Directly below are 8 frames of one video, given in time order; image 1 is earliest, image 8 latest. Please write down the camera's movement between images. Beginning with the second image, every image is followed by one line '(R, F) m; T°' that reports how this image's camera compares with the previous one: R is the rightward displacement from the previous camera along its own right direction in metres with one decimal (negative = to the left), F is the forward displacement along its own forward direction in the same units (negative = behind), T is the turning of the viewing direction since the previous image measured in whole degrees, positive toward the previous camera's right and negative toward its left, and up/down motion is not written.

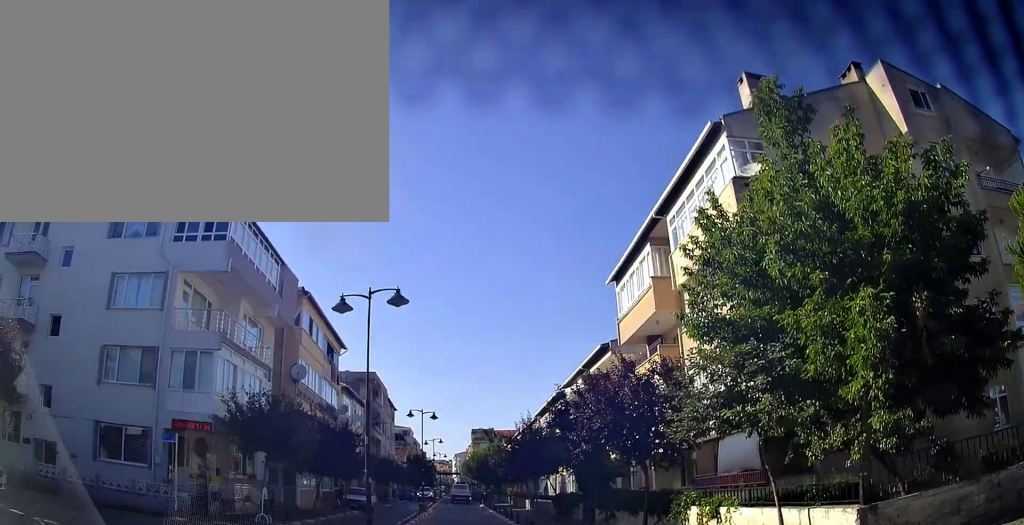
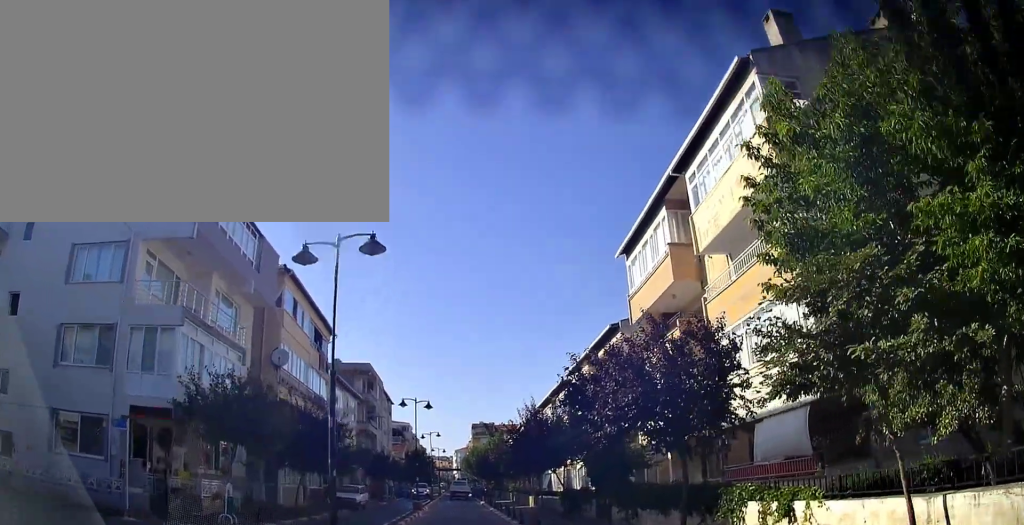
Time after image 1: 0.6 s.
(+0.1, +2.9) m; 0°
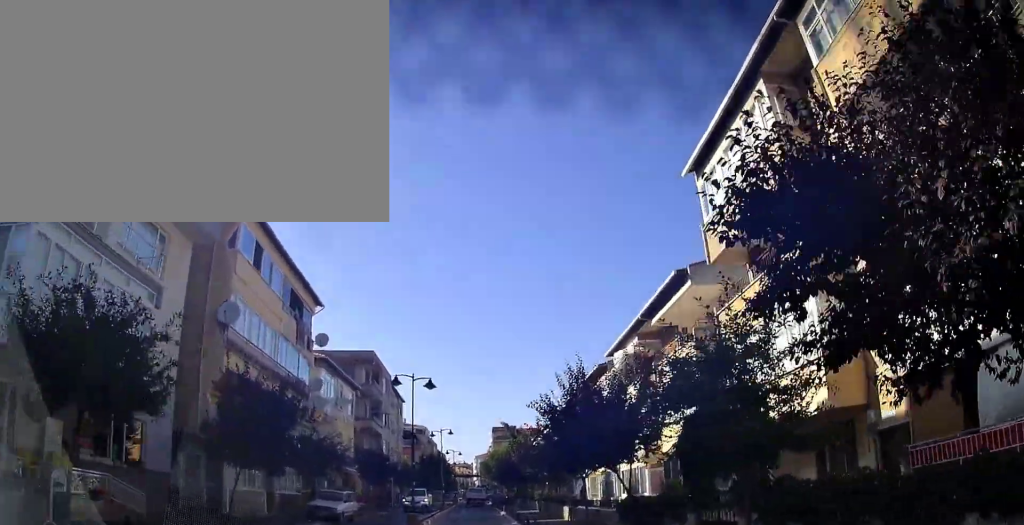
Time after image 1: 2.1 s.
(-0.2, +8.1) m; -2°
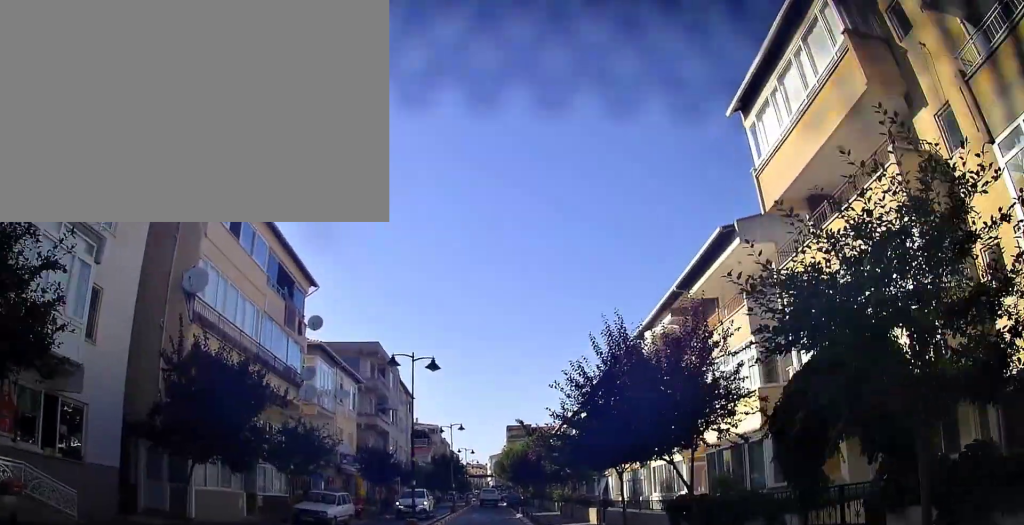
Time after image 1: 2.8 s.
(0.0, +3.6) m; -1°
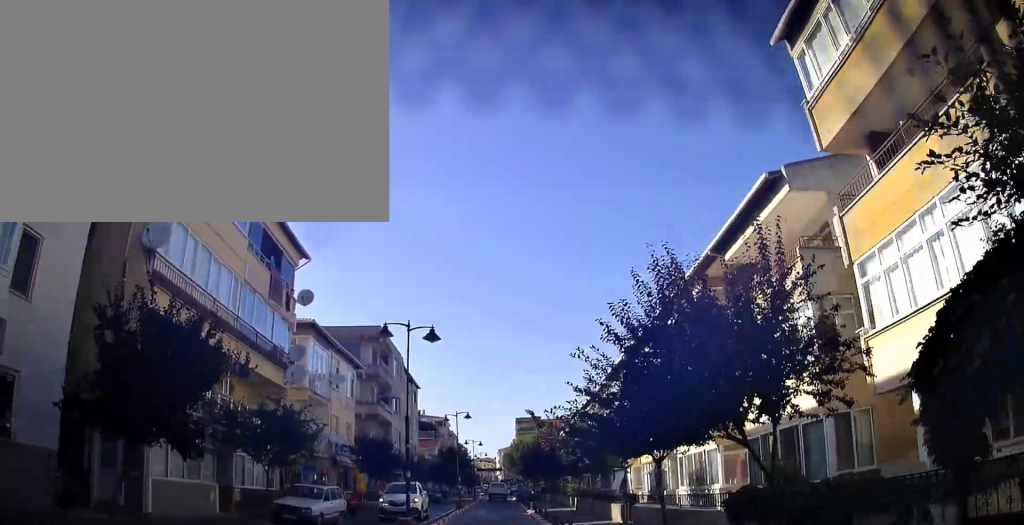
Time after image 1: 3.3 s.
(-0.1, +2.8) m; 0°
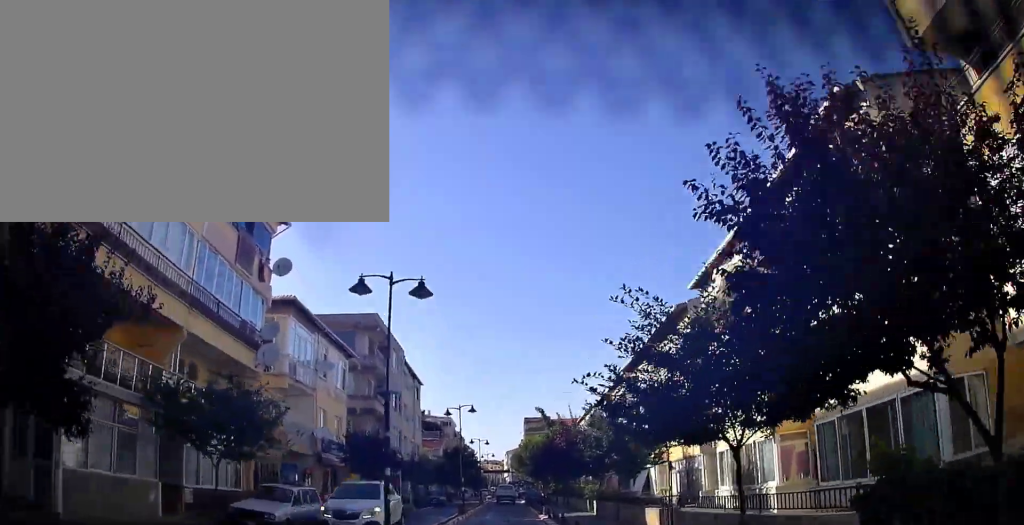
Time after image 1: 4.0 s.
(0.0, +4.2) m; 0°
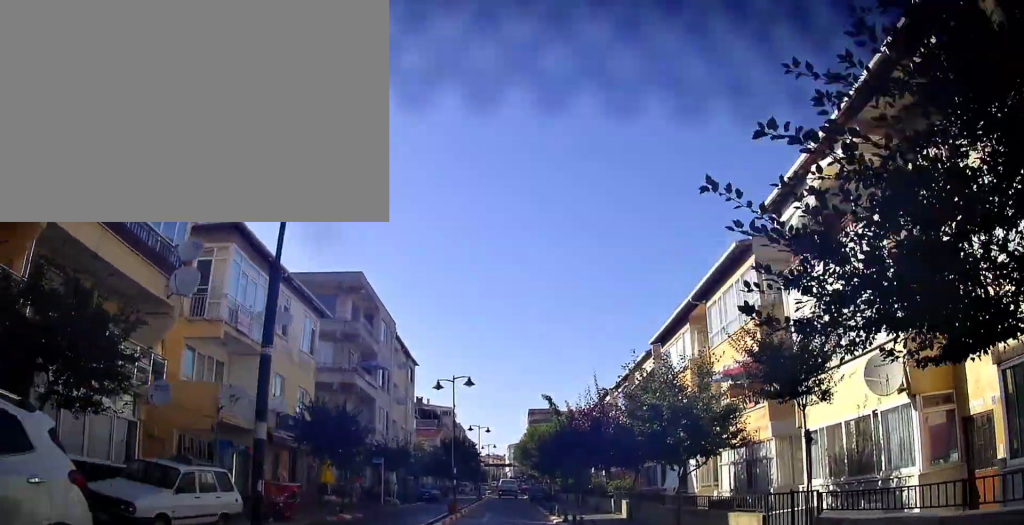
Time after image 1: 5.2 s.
(0.0, +6.5) m; 0°
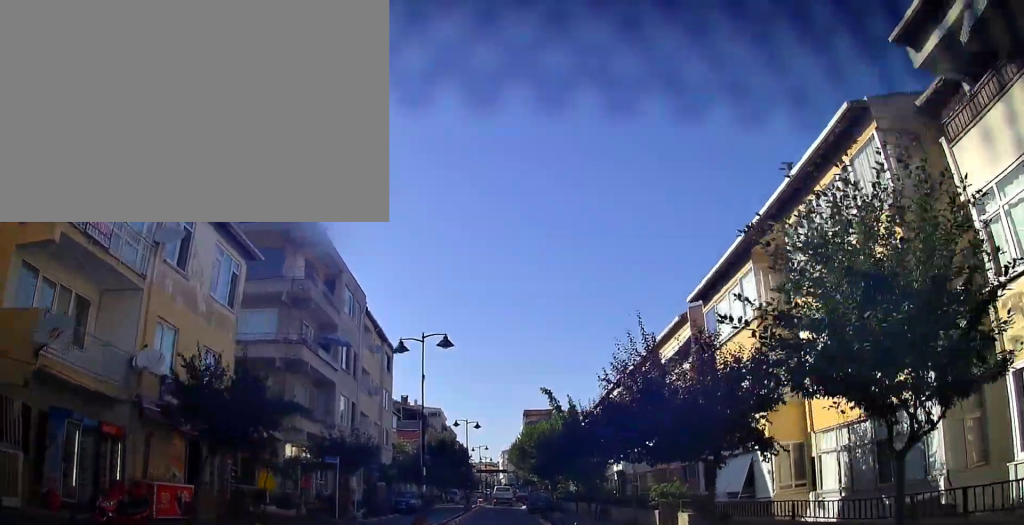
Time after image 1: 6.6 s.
(-0.1, +8.0) m; 0°
